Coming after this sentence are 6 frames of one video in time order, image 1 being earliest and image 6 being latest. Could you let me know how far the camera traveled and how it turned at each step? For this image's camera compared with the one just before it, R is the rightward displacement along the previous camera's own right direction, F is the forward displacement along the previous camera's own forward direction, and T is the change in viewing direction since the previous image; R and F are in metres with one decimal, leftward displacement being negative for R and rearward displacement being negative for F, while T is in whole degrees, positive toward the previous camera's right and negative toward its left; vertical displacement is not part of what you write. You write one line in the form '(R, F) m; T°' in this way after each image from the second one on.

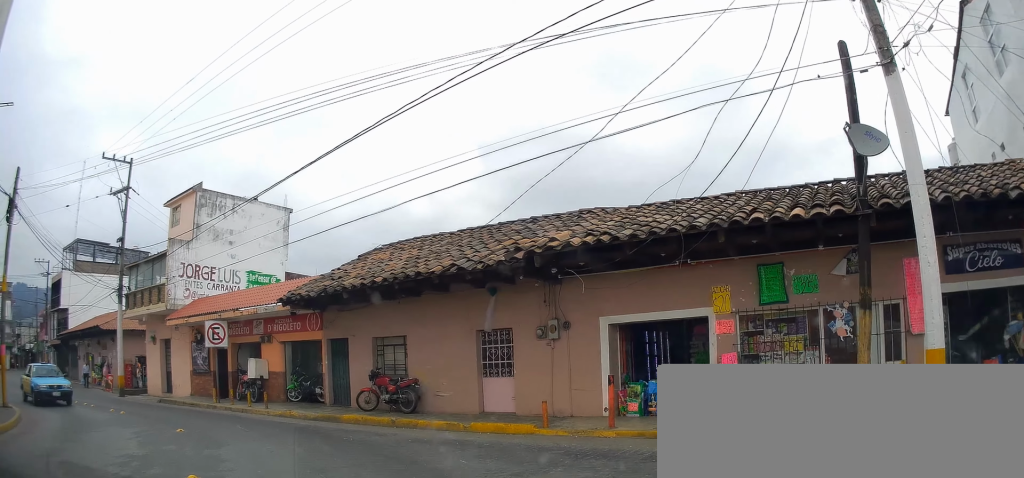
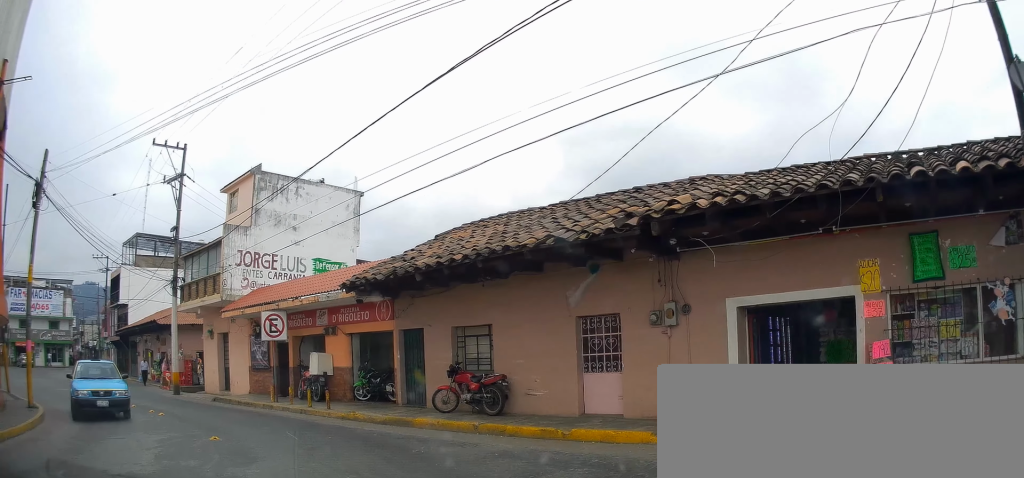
(-0.4, +1.2) m; -11°
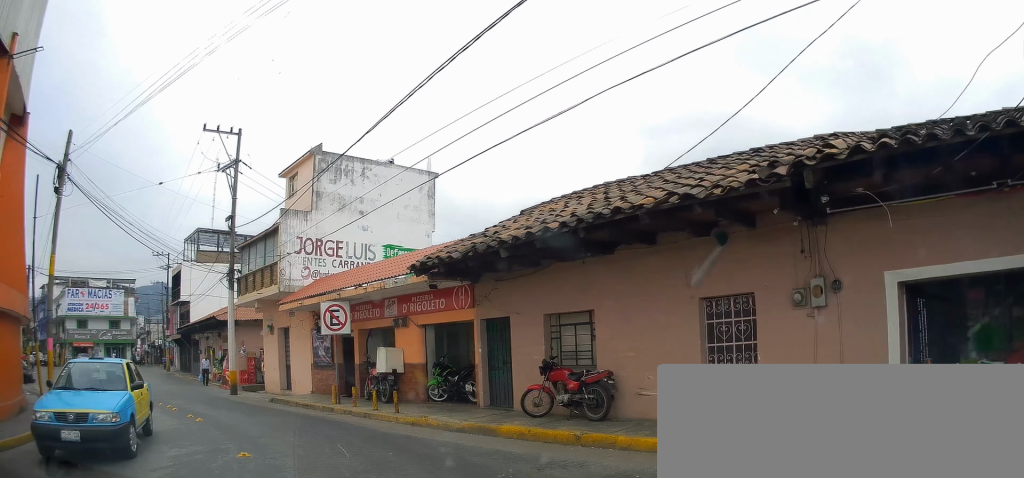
(0.0, +1.7) m; -5°
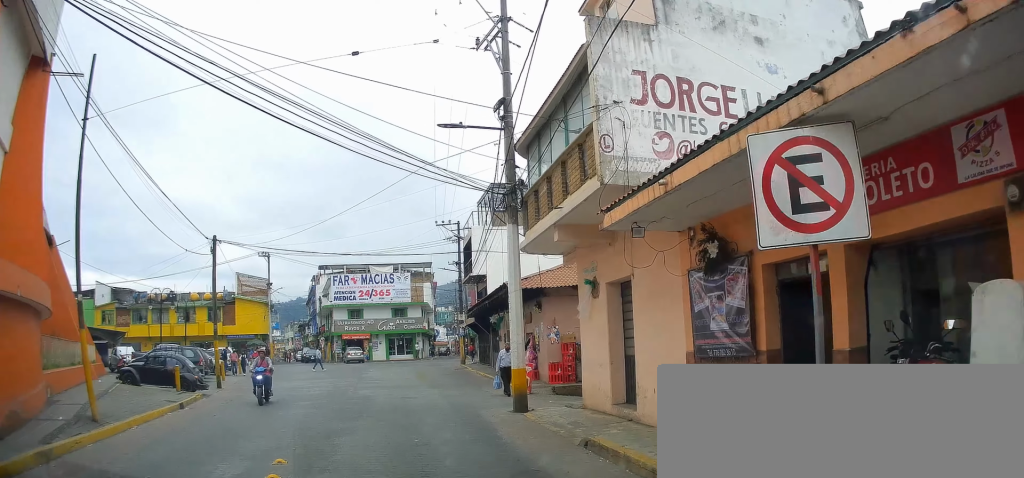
(-1.6, +9.5) m; -20°
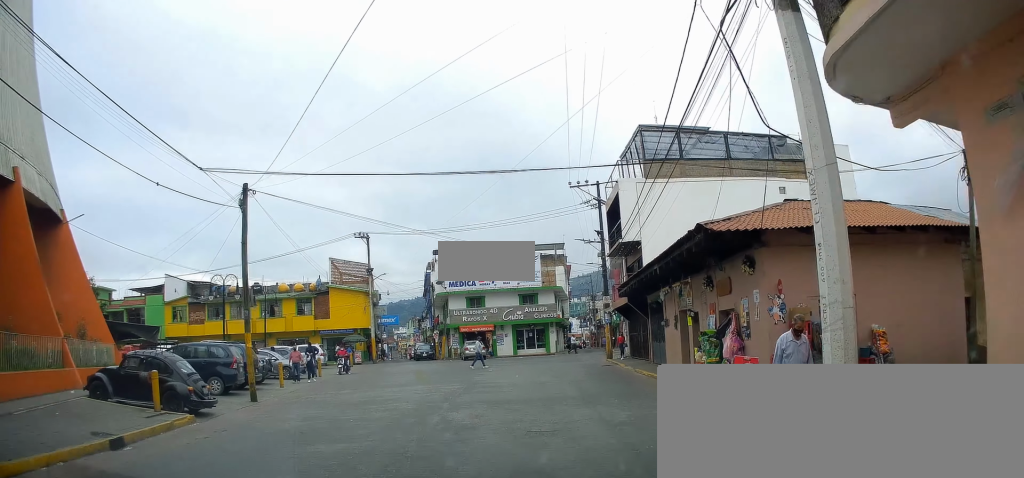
(-1.2, +7.9) m; -12°
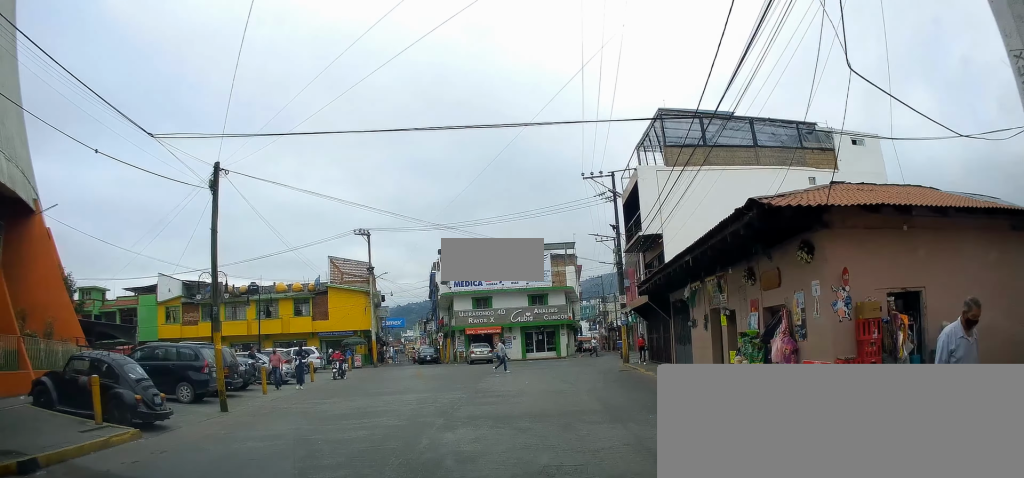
(+0.2, +2.5) m; -2°
